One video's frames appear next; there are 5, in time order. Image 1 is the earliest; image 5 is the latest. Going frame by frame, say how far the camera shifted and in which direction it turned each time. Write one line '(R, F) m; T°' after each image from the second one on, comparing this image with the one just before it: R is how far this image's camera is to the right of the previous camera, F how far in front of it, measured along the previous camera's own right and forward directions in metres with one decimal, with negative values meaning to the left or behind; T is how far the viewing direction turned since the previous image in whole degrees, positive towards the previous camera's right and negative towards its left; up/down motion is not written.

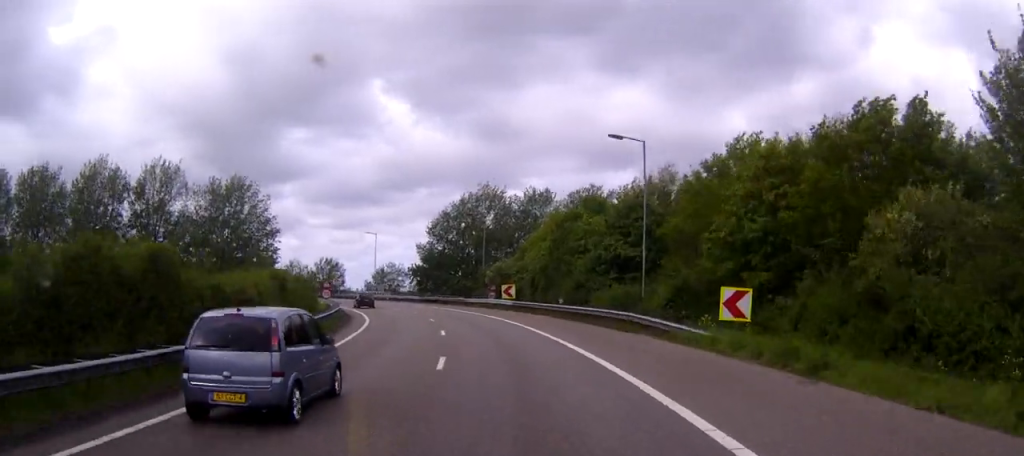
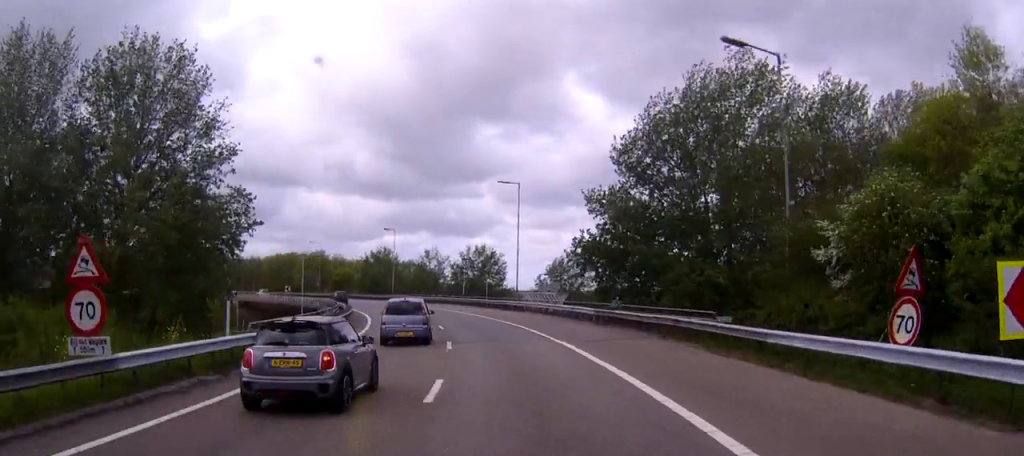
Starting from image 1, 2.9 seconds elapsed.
(-5.6, +44.7) m; -14°
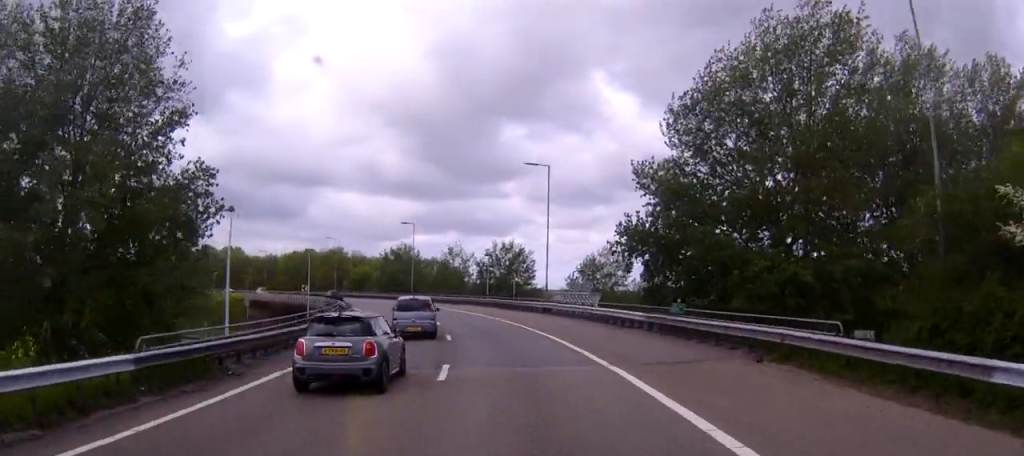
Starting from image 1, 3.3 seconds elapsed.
(-0.2, +7.5) m; -2°
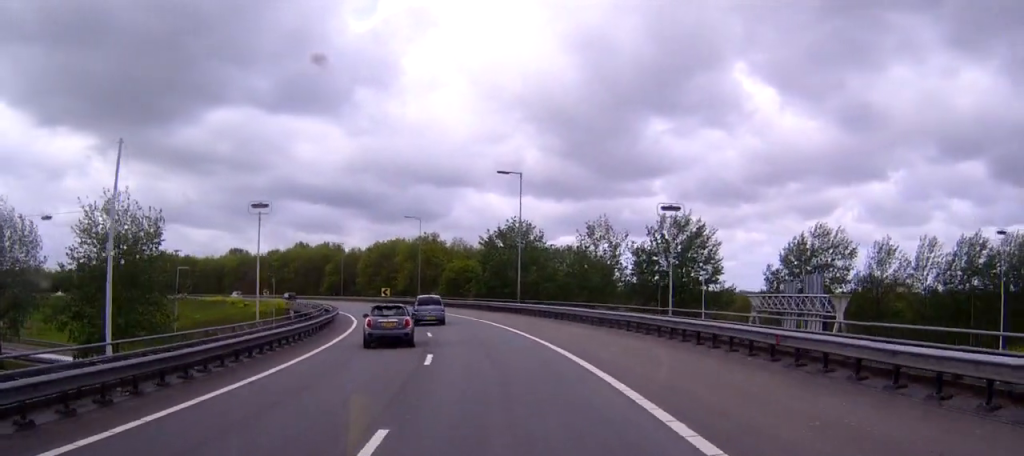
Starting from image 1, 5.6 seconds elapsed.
(-3.6, +41.5) m; -11°
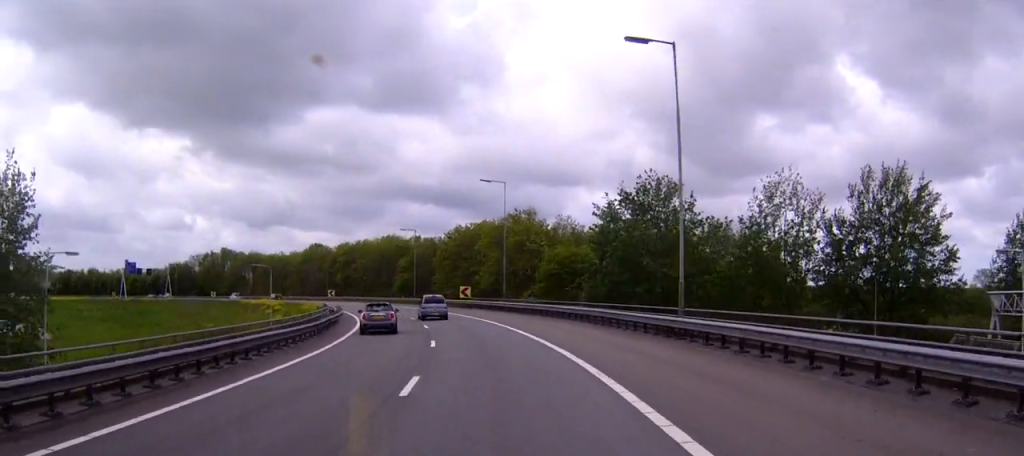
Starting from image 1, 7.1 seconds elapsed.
(-2.0, +28.7) m; -9°
